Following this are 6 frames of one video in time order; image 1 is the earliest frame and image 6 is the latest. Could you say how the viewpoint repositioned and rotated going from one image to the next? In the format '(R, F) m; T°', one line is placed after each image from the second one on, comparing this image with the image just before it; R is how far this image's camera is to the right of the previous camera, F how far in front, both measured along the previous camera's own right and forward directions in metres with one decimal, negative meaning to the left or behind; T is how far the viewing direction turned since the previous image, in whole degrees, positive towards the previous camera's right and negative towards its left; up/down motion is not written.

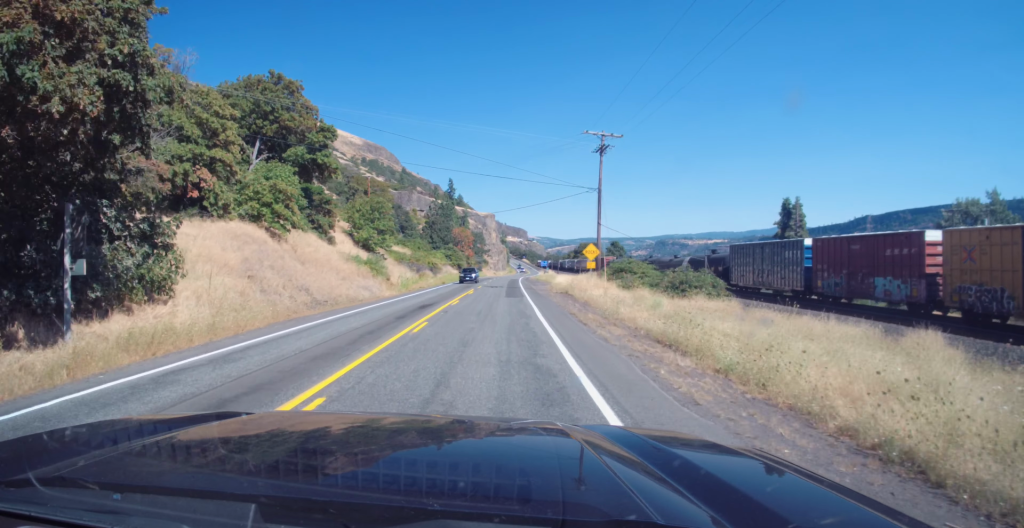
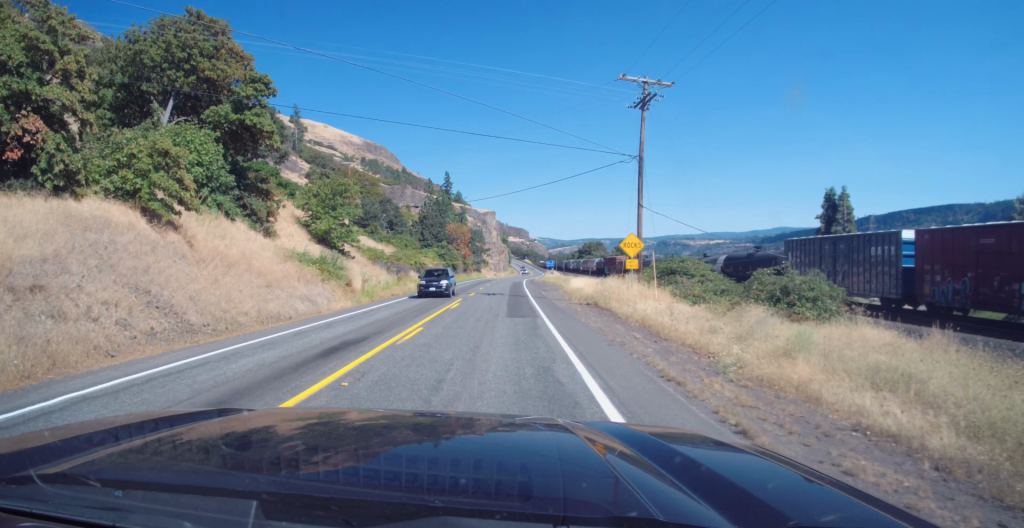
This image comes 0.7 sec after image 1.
(+0.1, +14.7) m; 0°
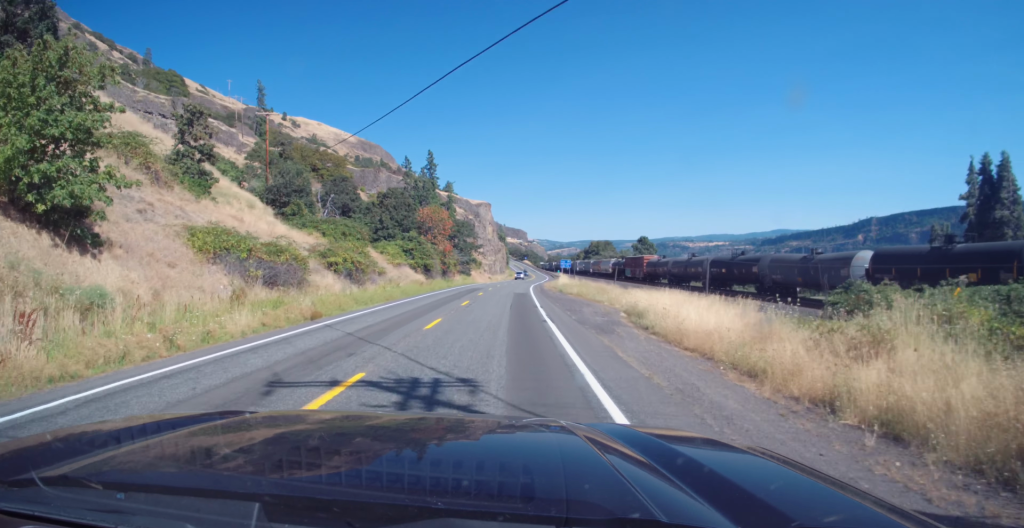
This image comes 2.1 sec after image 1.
(-0.2, +31.9) m; 0°
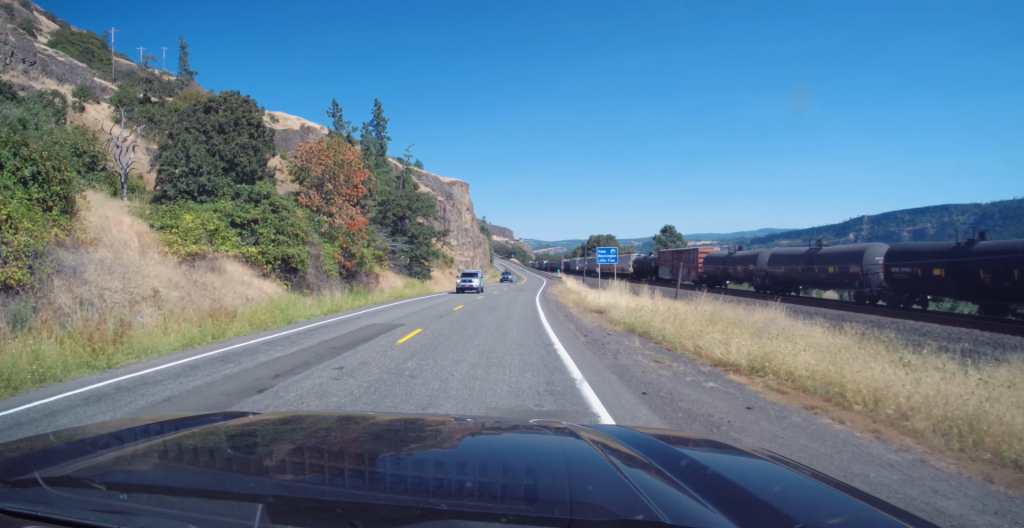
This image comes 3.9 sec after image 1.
(+0.3, +41.0) m; +1°
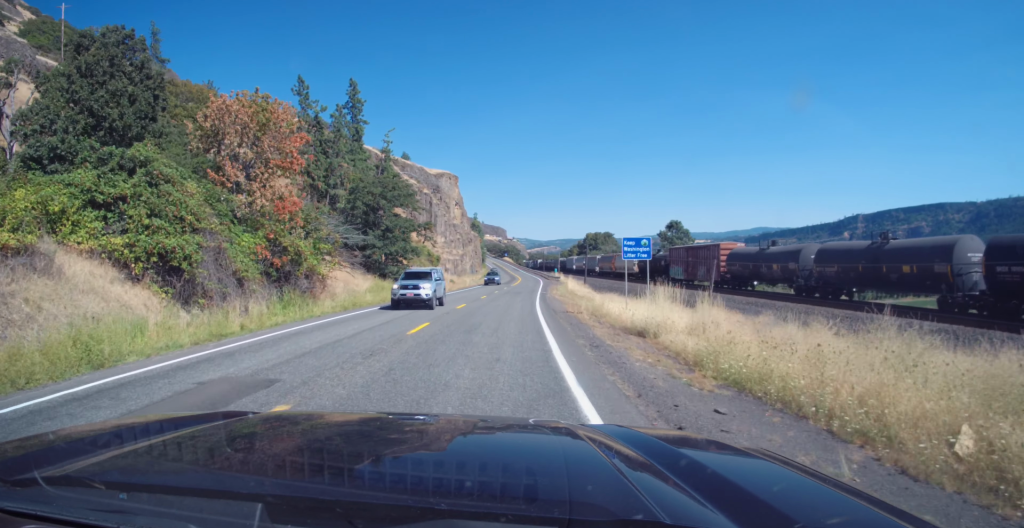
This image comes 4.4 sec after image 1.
(0.0, +10.4) m; +1°
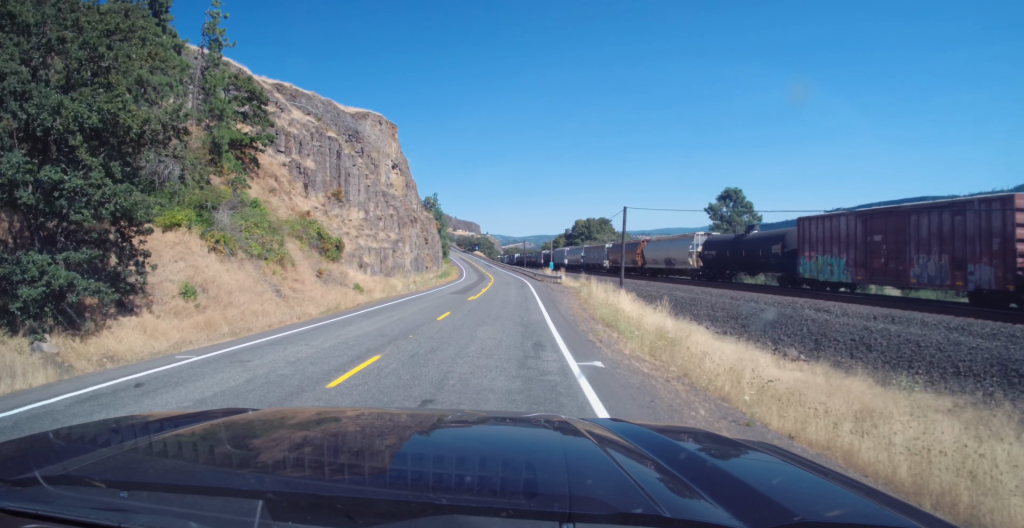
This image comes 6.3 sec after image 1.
(+1.6, +44.2) m; +3°
